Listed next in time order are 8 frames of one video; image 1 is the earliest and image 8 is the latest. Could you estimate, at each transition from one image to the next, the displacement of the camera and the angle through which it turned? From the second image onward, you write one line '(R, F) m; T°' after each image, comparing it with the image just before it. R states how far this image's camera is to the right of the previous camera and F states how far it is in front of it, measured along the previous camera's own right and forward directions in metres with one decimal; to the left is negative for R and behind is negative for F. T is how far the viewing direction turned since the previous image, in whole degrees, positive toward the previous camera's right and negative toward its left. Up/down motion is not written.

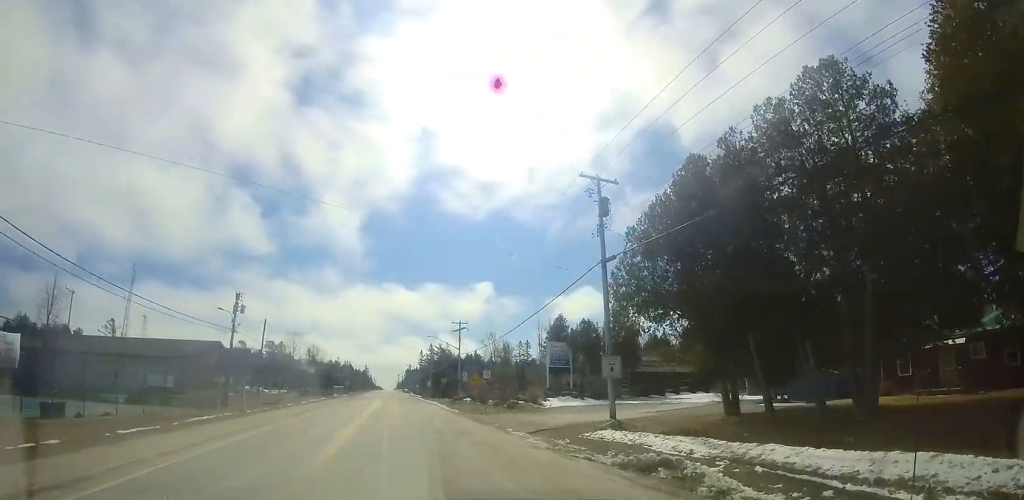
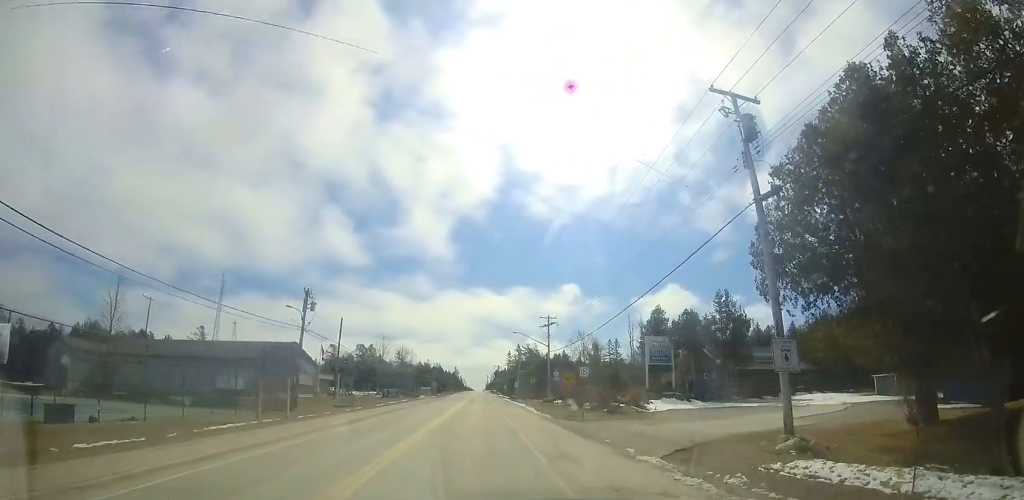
(-0.1, +5.5) m; -4°
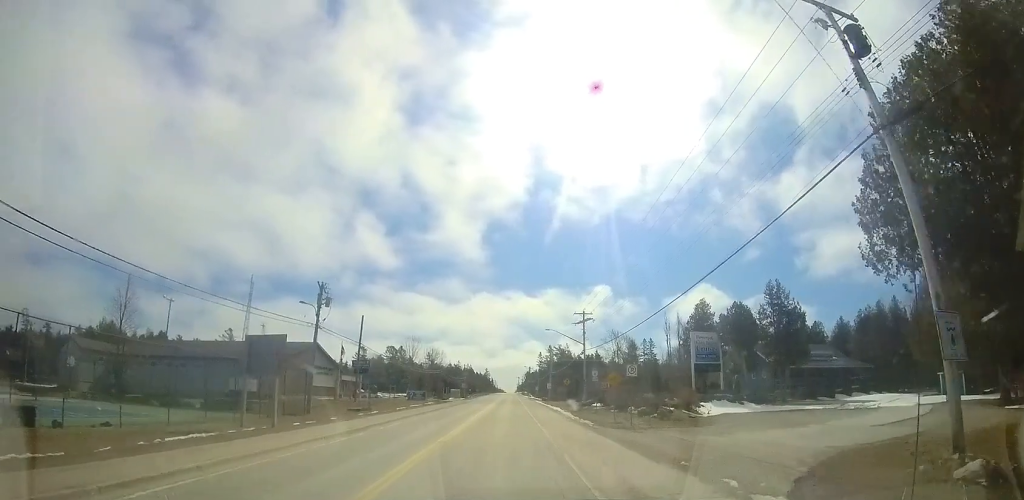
(-0.2, +3.8) m; -1°
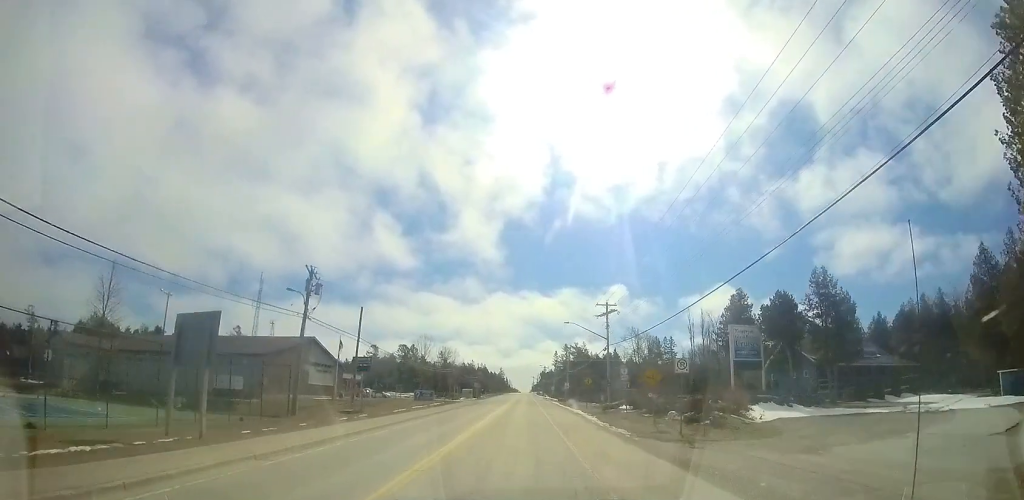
(-0.2, +4.4) m; 0°
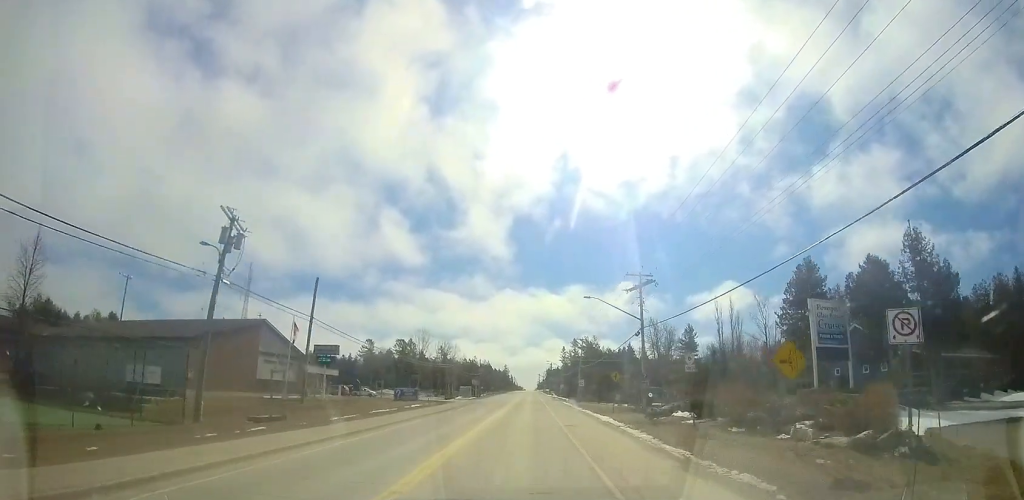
(+0.4, +9.7) m; +2°
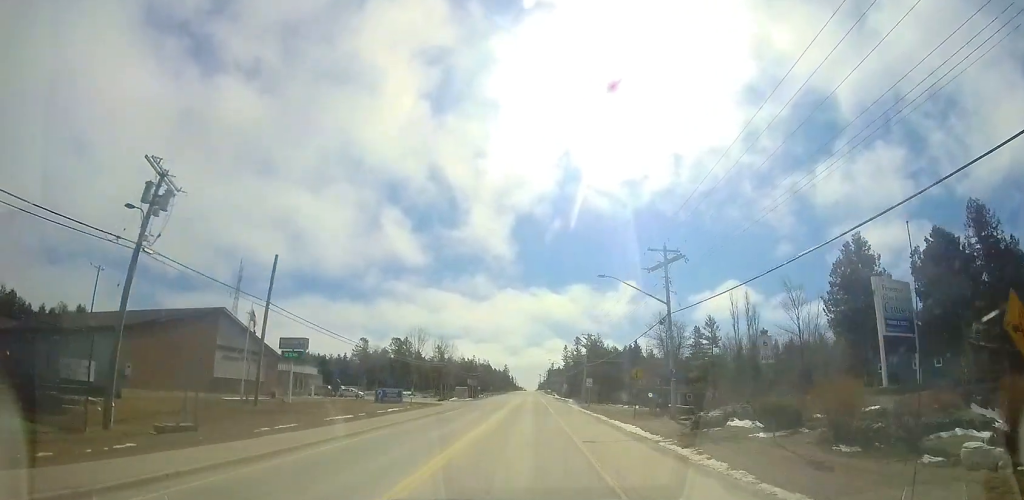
(+0.1, +5.4) m; -2°
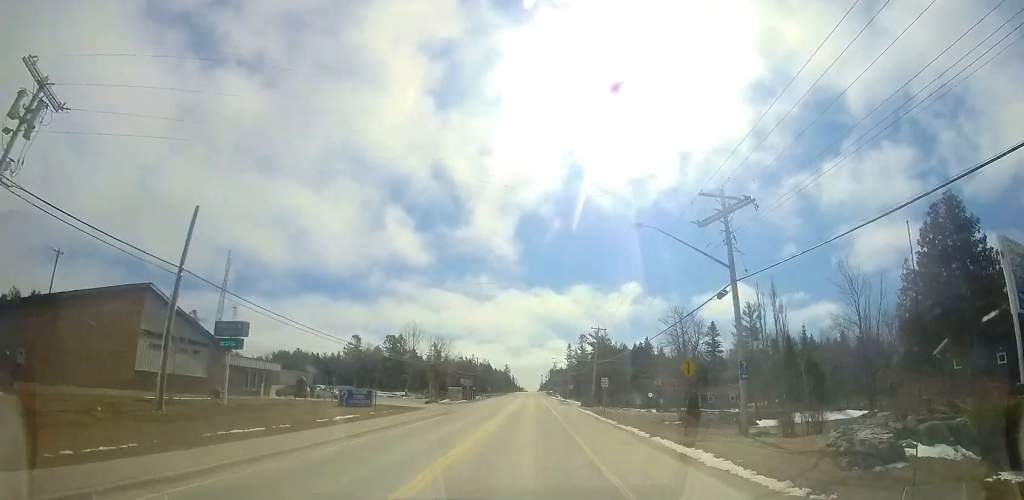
(-0.2, +7.7) m; -2°
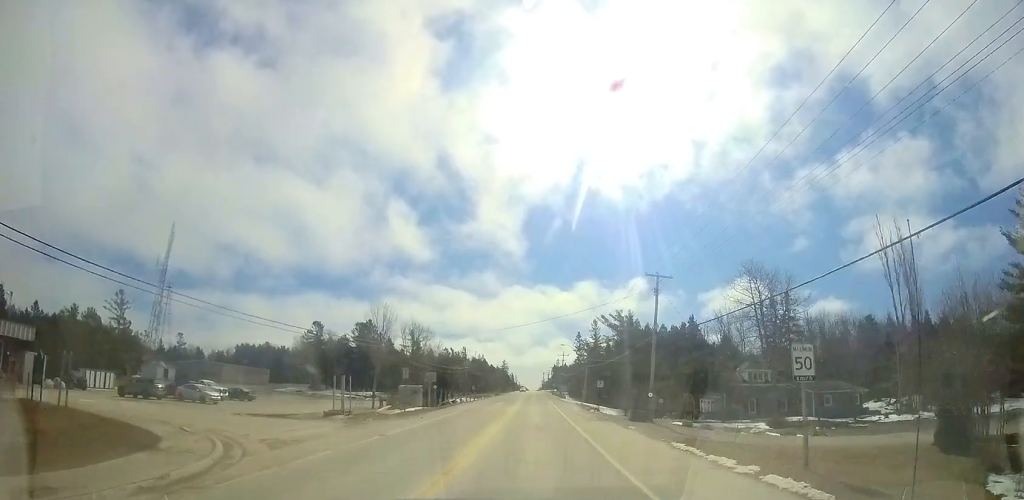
(+0.1, +26.1) m; +1°
